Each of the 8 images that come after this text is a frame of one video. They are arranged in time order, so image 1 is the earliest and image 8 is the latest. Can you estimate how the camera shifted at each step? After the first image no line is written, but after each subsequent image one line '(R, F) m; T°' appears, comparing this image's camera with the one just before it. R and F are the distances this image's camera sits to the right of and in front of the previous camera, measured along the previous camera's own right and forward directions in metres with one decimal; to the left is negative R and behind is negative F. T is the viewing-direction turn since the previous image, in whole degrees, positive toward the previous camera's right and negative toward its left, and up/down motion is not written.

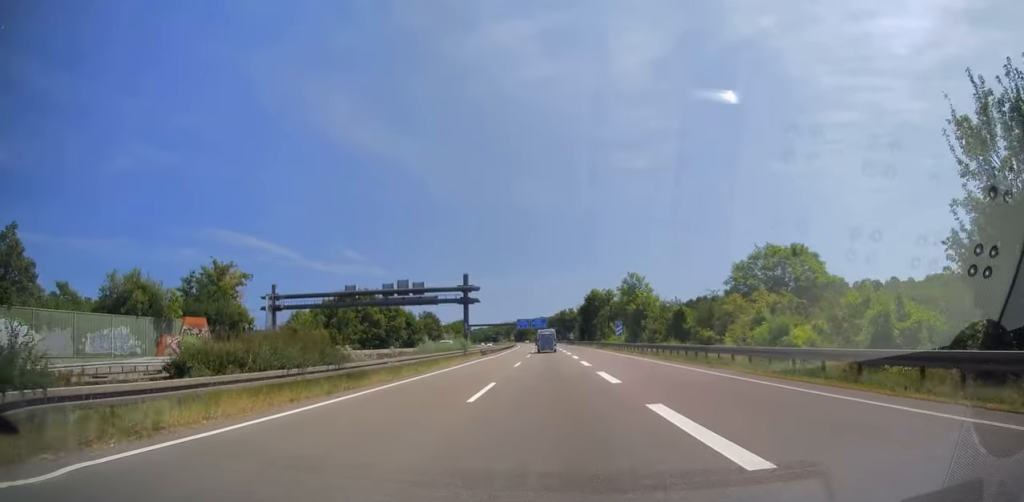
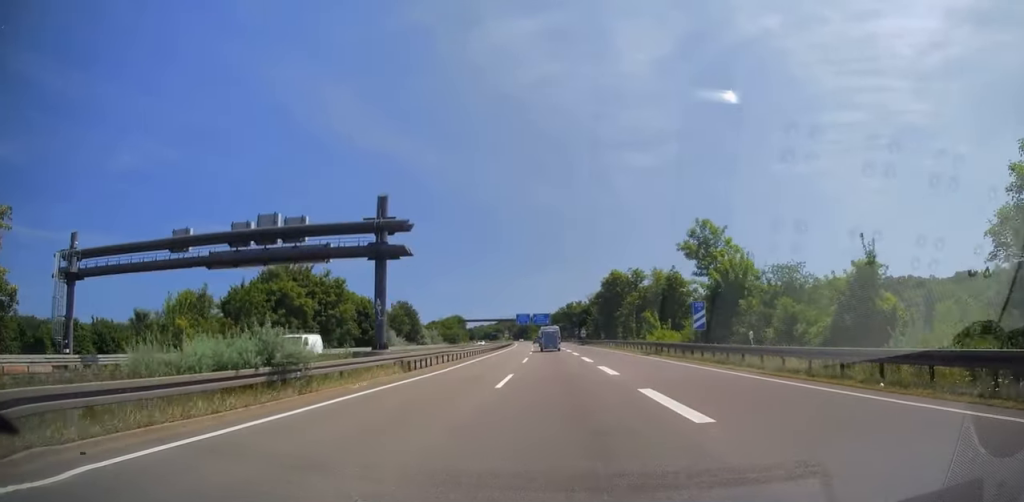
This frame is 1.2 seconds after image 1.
(+0.1, +32.9) m; 0°
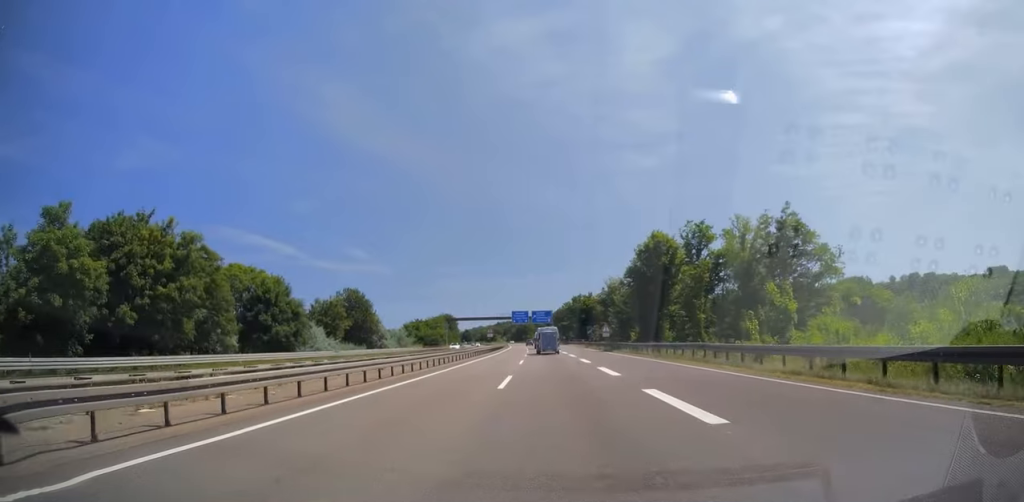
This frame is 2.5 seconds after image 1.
(-0.3, +36.1) m; 0°
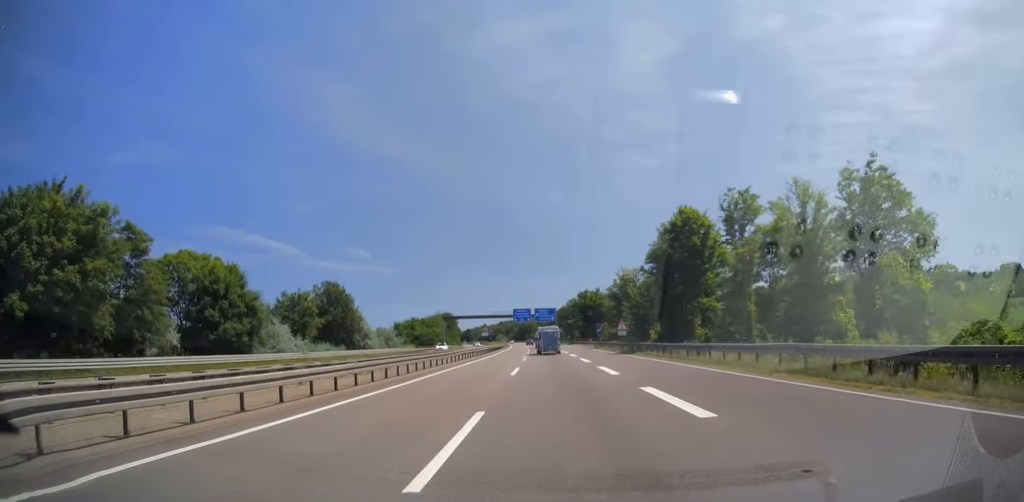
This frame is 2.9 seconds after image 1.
(0.0, +11.2) m; 0°
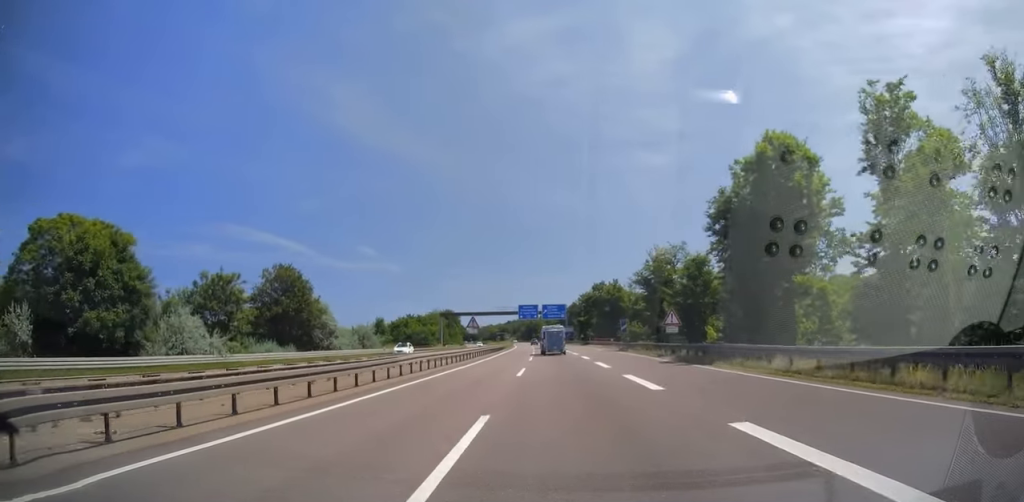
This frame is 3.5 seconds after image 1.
(0.0, +18.7) m; -1°
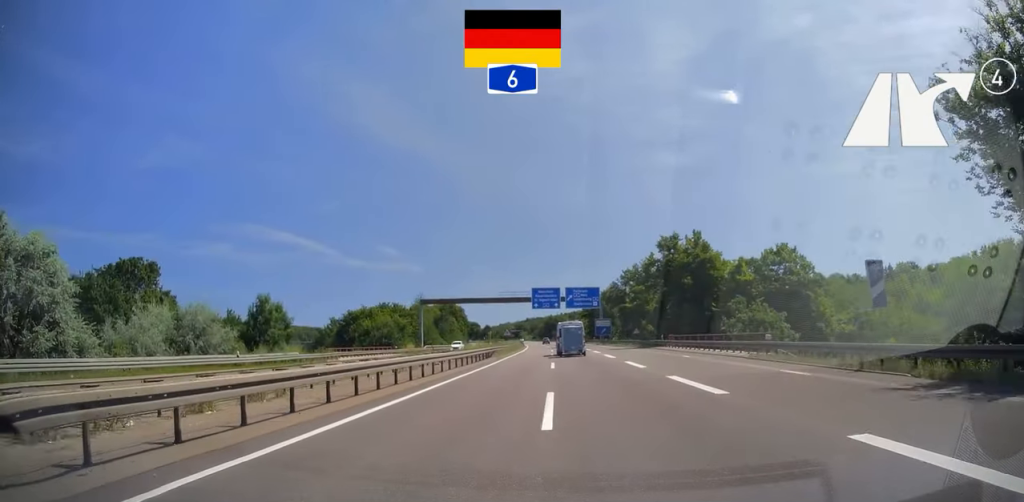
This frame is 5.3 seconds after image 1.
(-0.8, +49.7) m; -1°
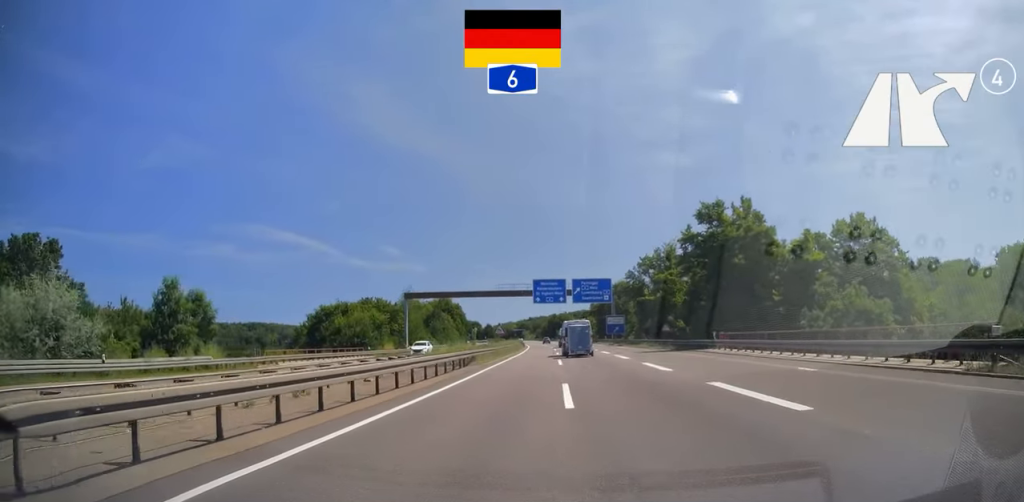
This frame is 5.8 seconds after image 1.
(0.0, +15.5) m; 0°
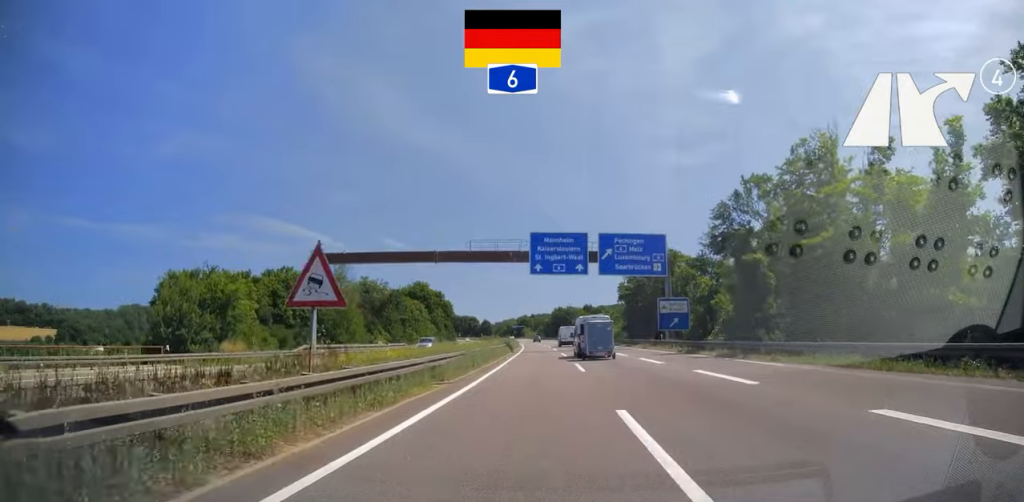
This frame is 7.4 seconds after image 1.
(-0.6, +42.7) m; -1°
